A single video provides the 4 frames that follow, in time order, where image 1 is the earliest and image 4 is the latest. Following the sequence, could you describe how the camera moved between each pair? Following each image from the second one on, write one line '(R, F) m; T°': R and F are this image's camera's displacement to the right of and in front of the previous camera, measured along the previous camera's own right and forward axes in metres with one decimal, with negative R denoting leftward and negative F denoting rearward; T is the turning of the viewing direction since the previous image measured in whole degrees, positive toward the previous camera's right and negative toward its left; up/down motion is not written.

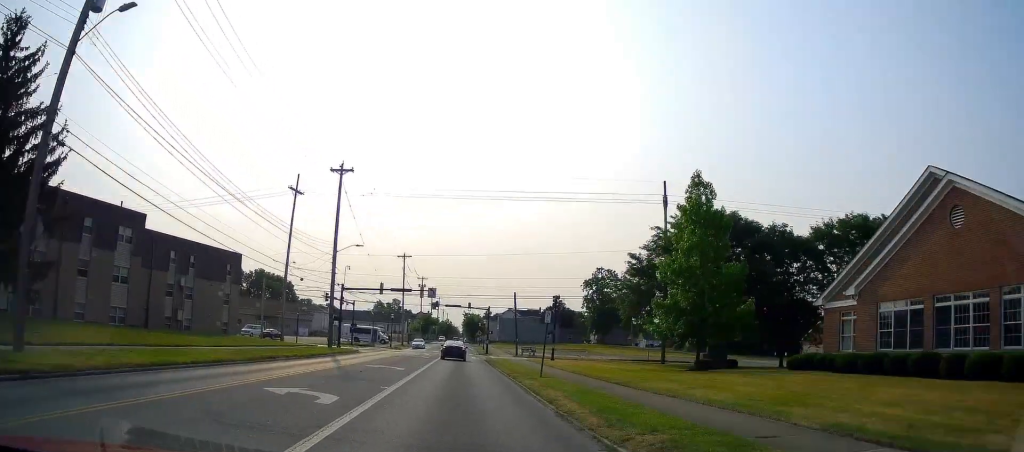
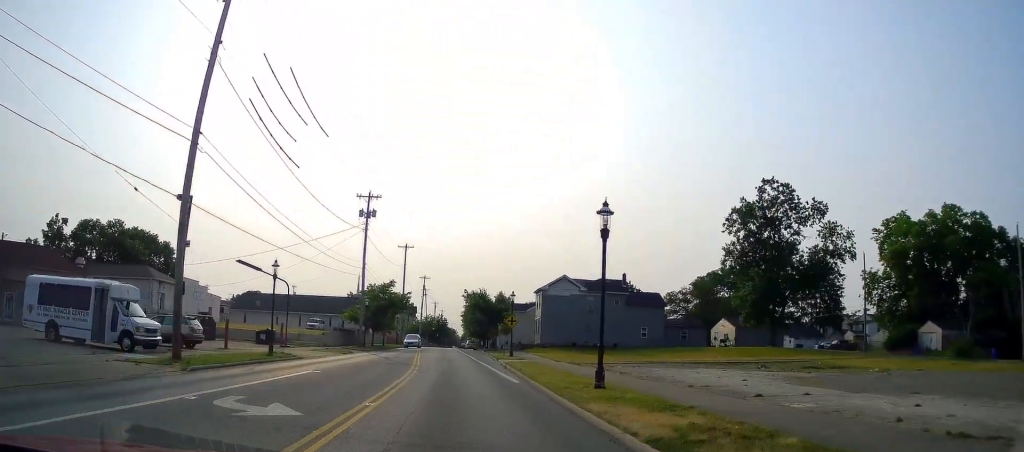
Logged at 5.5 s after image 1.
(+0.2, +77.4) m; 0°
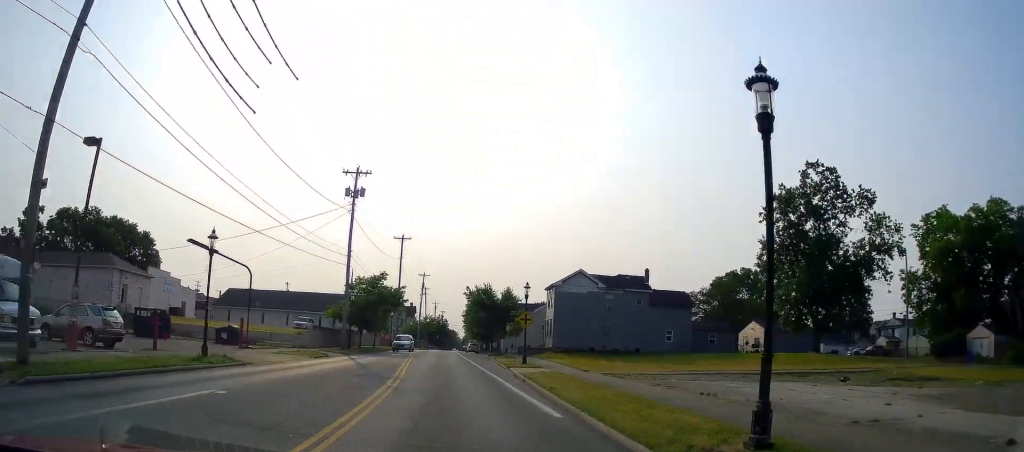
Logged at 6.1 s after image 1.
(0.0, +7.9) m; -1°
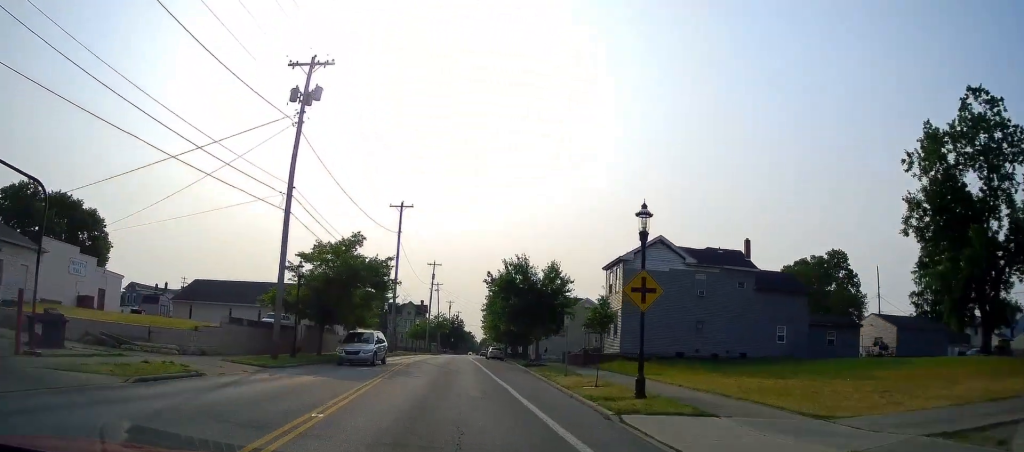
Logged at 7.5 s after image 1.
(-0.6, +19.8) m; -3°
